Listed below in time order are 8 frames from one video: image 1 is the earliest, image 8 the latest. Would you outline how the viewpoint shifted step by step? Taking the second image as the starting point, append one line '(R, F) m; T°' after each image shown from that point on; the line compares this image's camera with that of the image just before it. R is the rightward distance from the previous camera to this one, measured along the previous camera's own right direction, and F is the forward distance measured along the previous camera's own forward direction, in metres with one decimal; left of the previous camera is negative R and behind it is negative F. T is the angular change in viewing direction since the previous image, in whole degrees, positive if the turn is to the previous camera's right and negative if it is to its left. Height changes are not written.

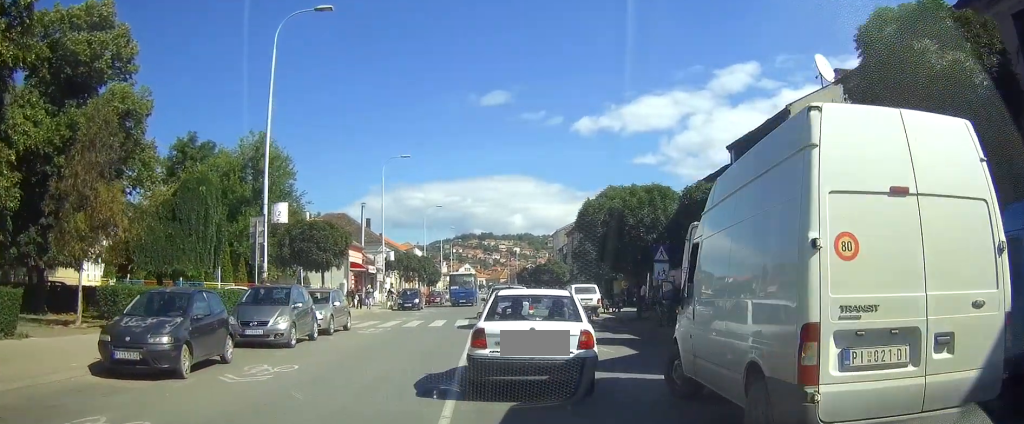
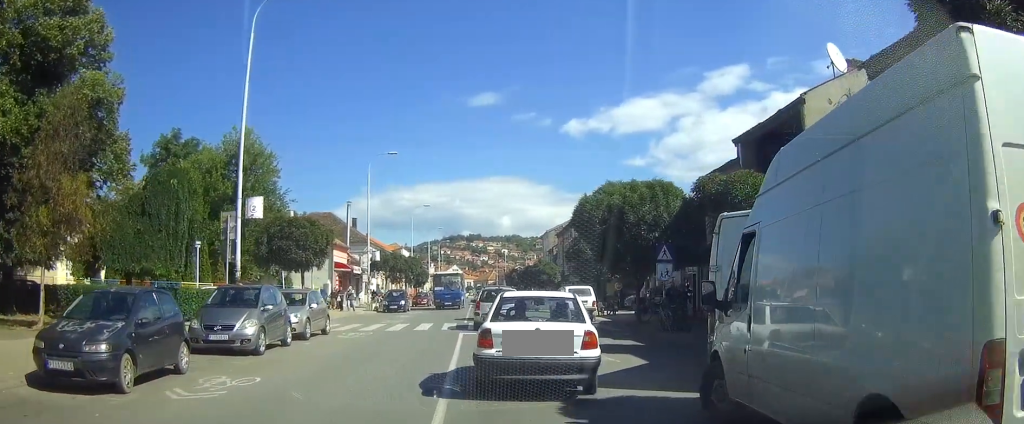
(0.0, +2.2) m; +2°
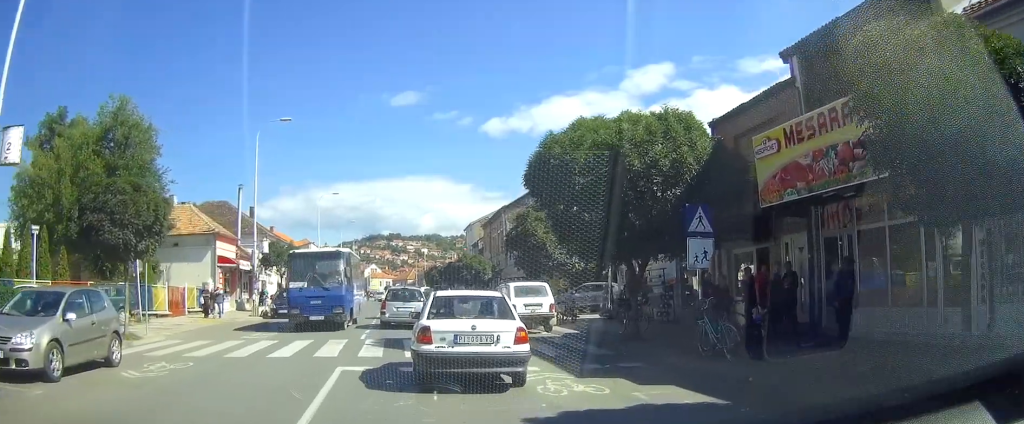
(+1.1, +12.1) m; +7°
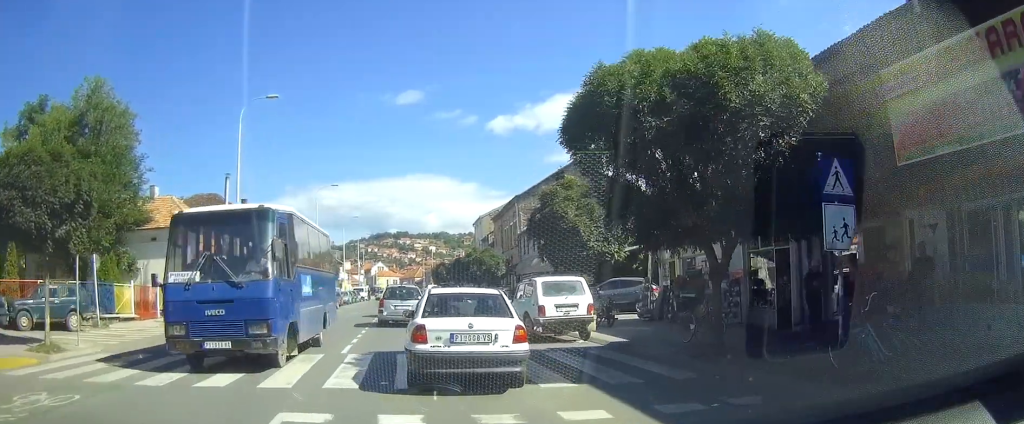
(0.0, +5.6) m; +1°
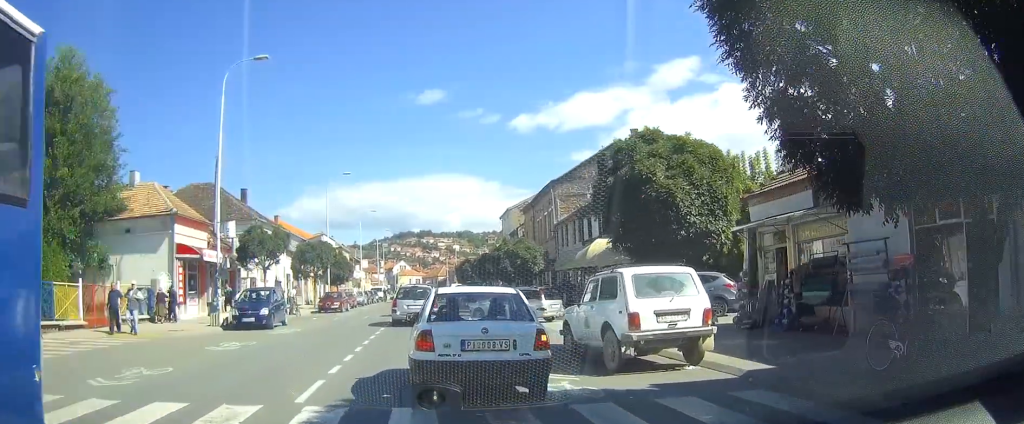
(+0.1, +7.1) m; 0°
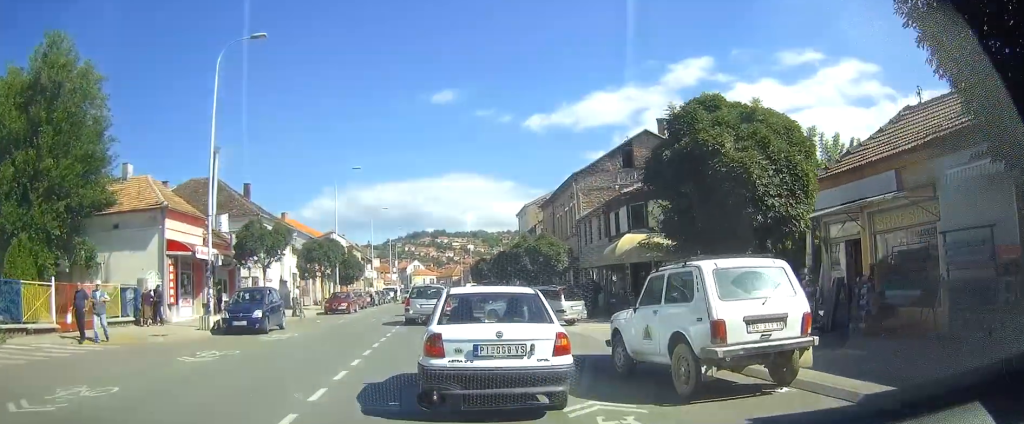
(0.0, +3.1) m; -1°
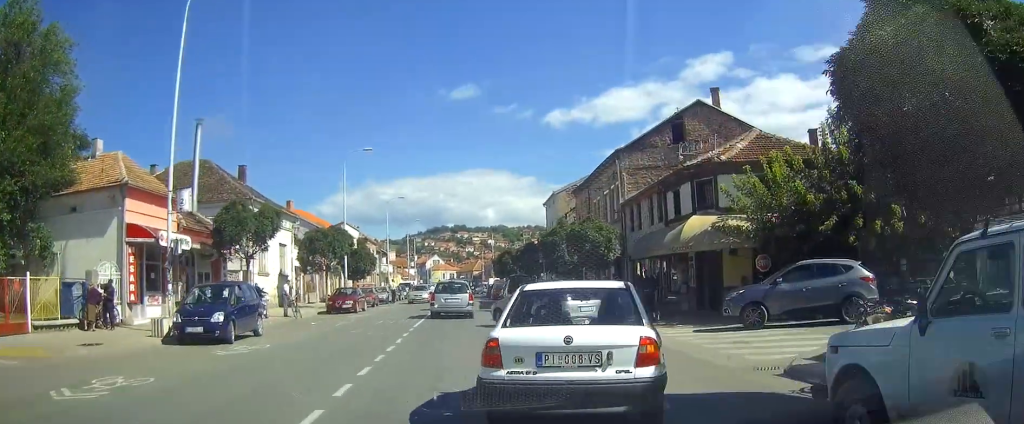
(-0.4, +6.7) m; -5°
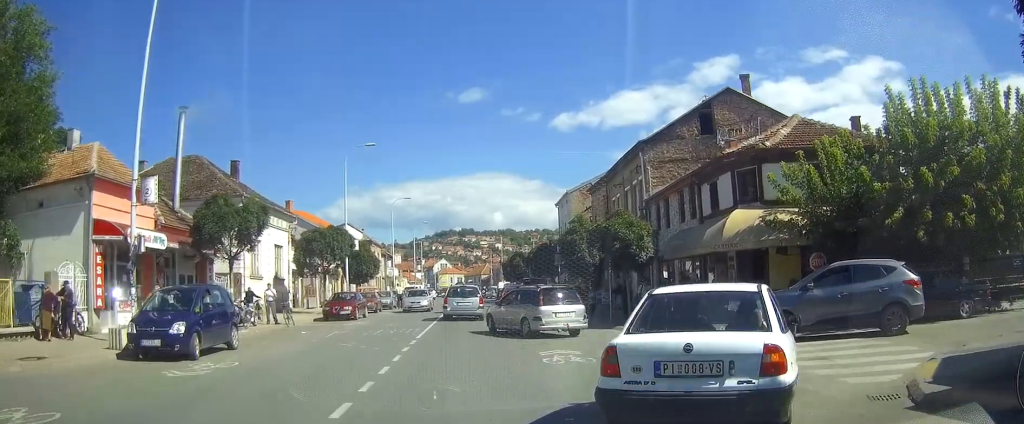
(-0.1, +4.2) m; -2°
